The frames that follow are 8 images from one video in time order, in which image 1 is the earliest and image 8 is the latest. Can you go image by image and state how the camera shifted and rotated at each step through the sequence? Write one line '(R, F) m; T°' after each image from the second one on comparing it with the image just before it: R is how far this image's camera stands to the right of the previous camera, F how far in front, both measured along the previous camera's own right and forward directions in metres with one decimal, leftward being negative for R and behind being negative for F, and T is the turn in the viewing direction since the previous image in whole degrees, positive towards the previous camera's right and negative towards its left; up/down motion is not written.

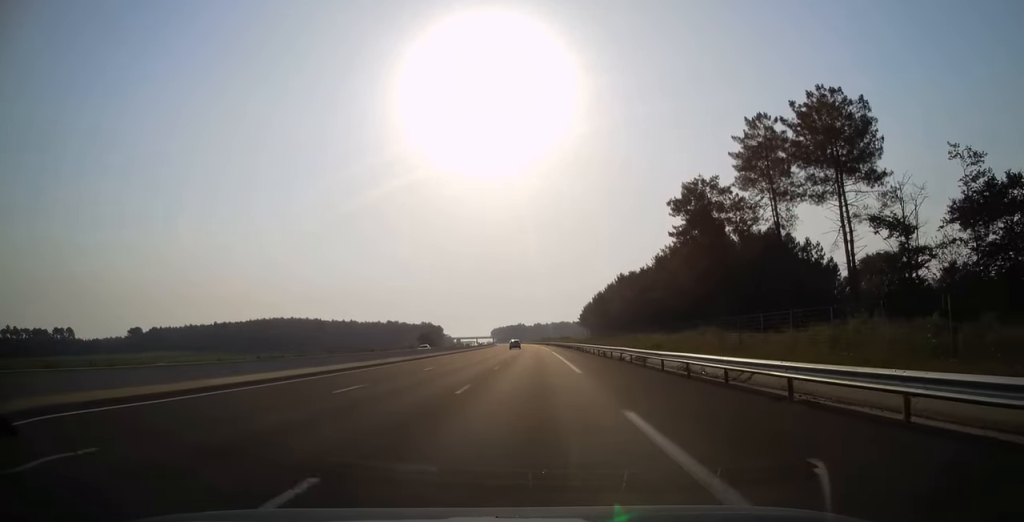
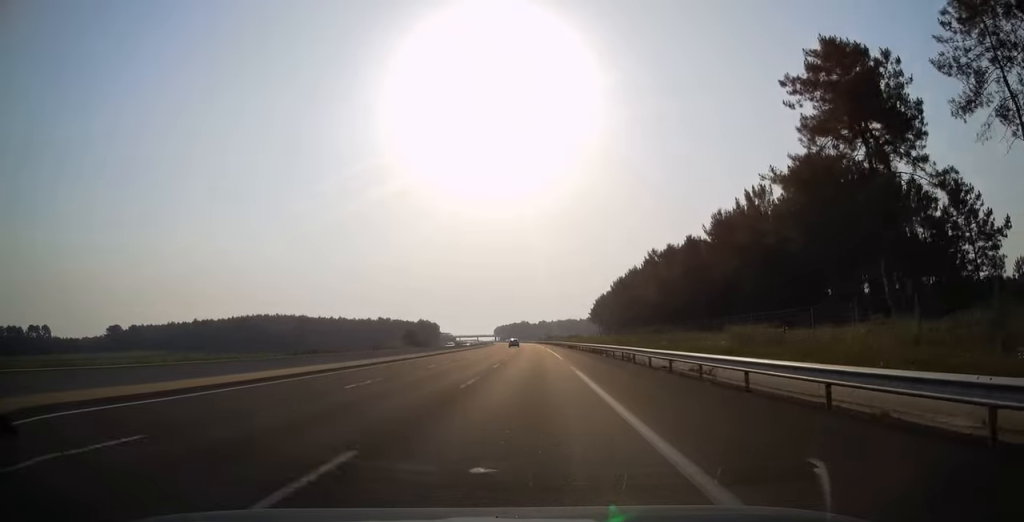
(-0.3, +37.9) m; -1°
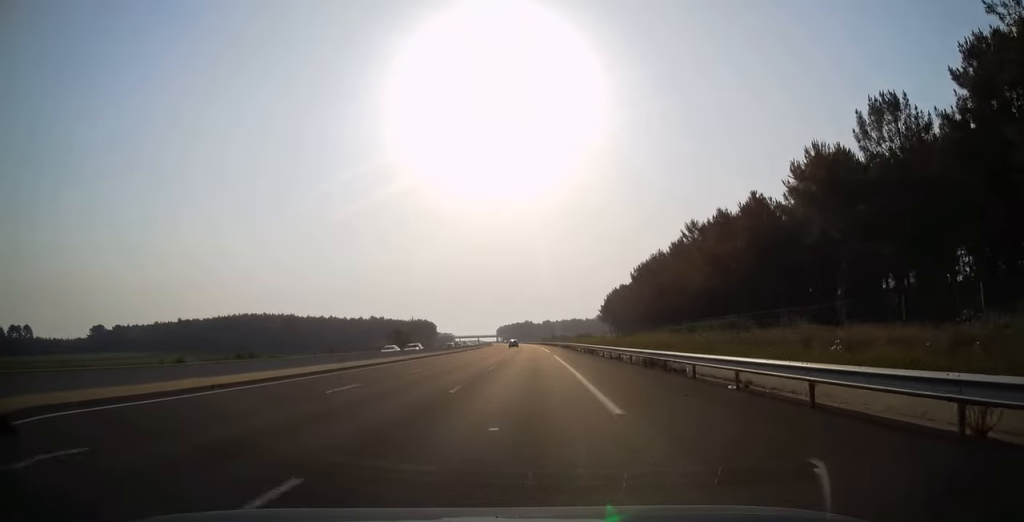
(0.0, +27.6) m; -1°
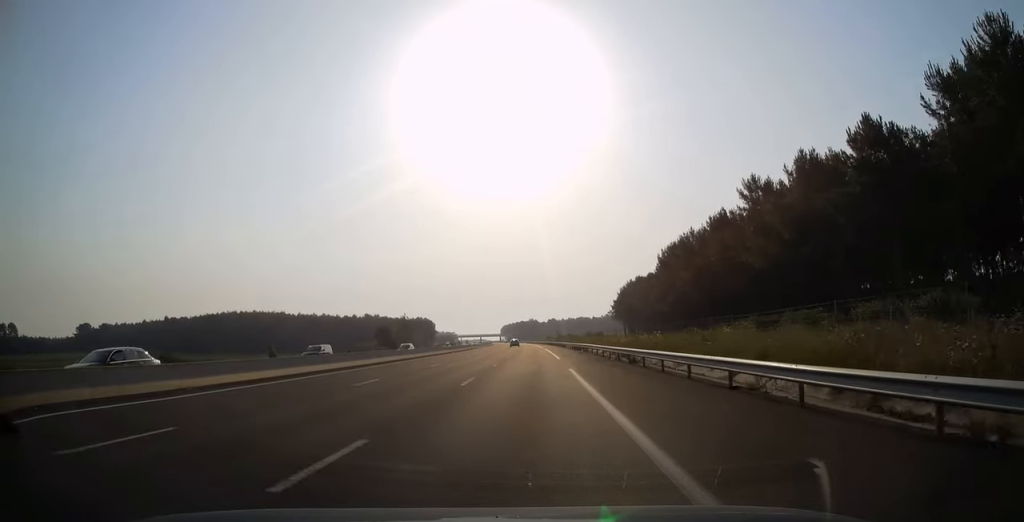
(-0.4, +23.6) m; 0°
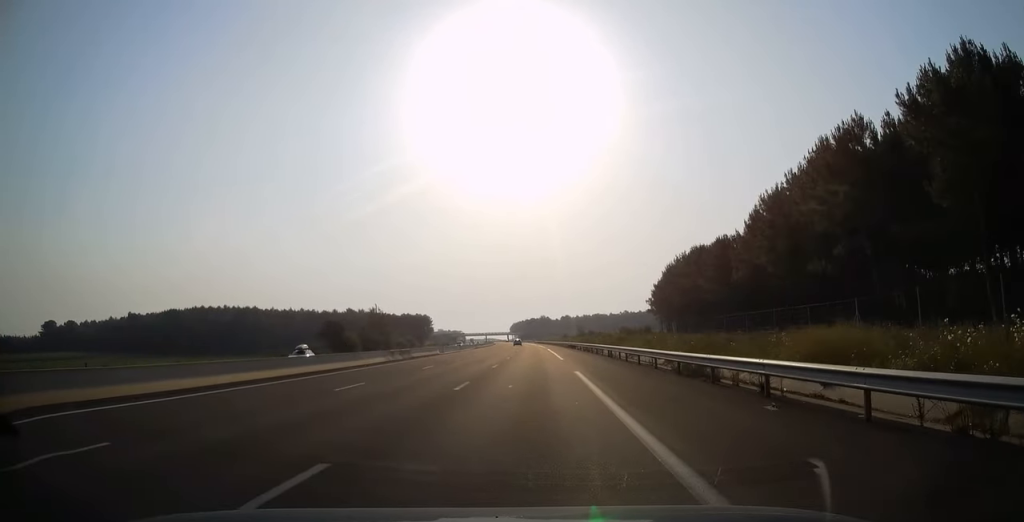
(-0.5, +54.1) m; -1°
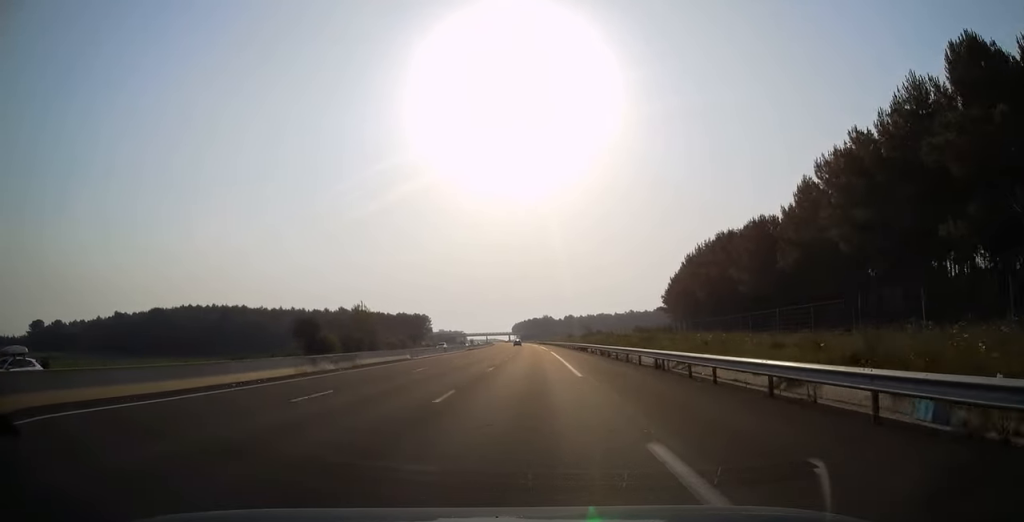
(-0.2, +16.2) m; 0°
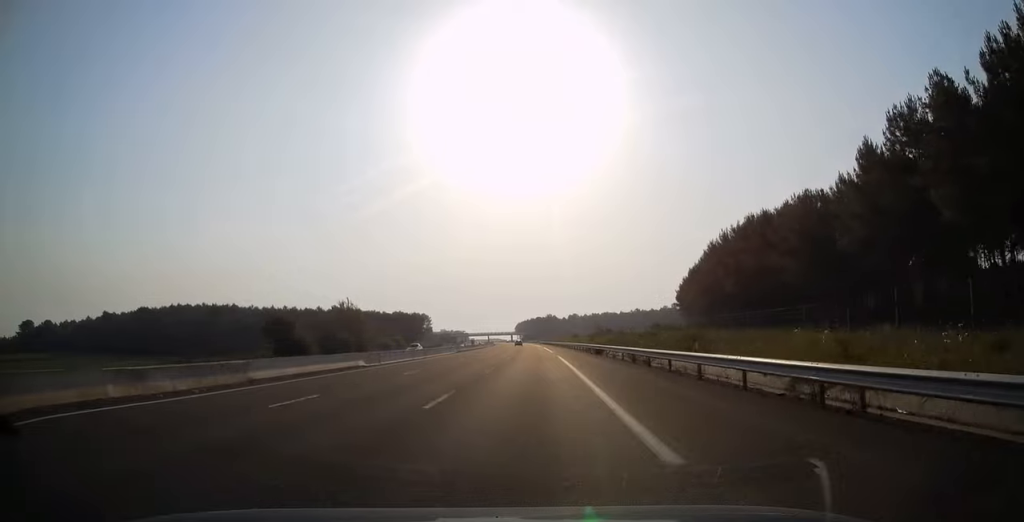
(+0.2, +14.3) m; 0°
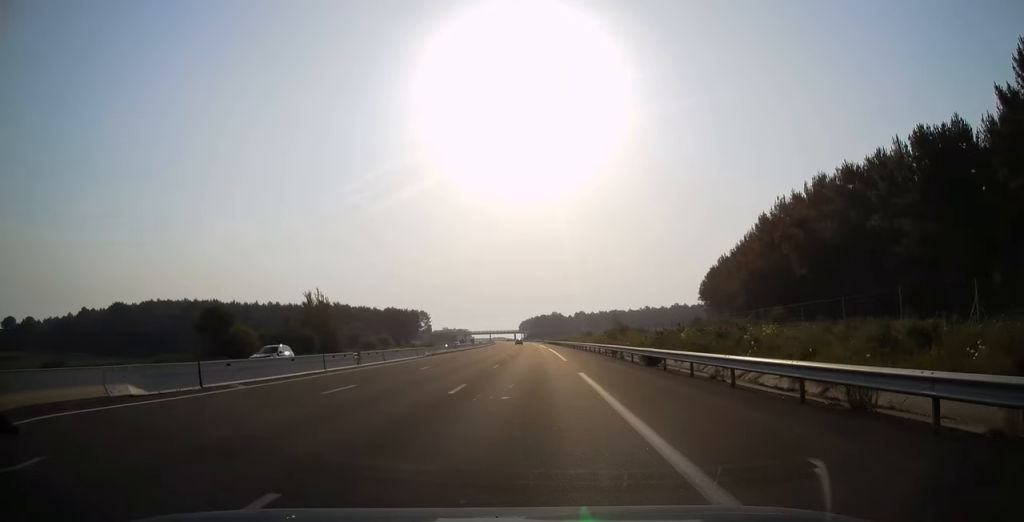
(0.0, +23.1) m; 0°
